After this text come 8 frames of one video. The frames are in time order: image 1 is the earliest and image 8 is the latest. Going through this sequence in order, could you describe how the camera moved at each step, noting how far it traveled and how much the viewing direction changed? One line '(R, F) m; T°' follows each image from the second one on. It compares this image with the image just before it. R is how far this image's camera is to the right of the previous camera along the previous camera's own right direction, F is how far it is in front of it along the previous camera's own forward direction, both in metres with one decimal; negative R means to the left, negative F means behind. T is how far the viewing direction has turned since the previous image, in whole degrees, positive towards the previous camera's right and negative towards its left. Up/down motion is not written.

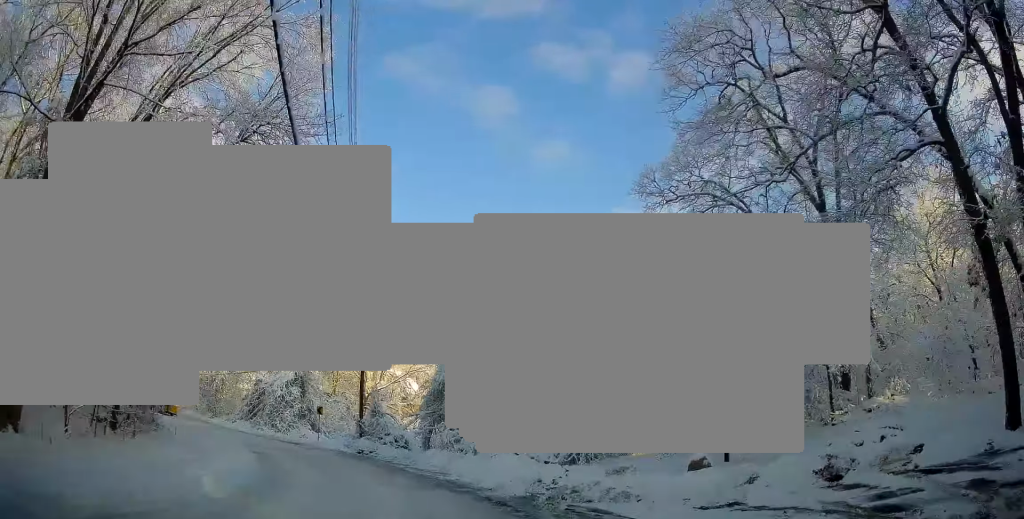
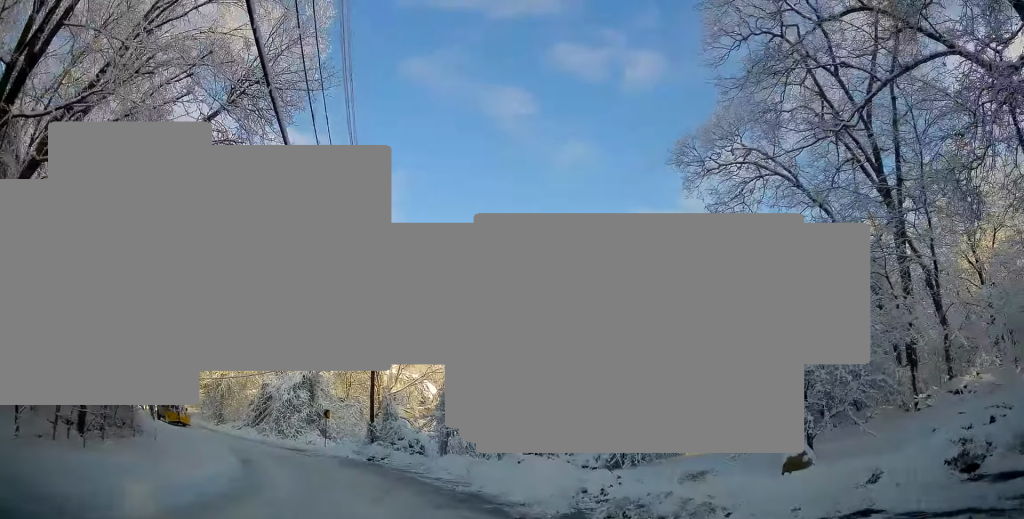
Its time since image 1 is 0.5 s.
(-0.1, +4.5) m; 0°
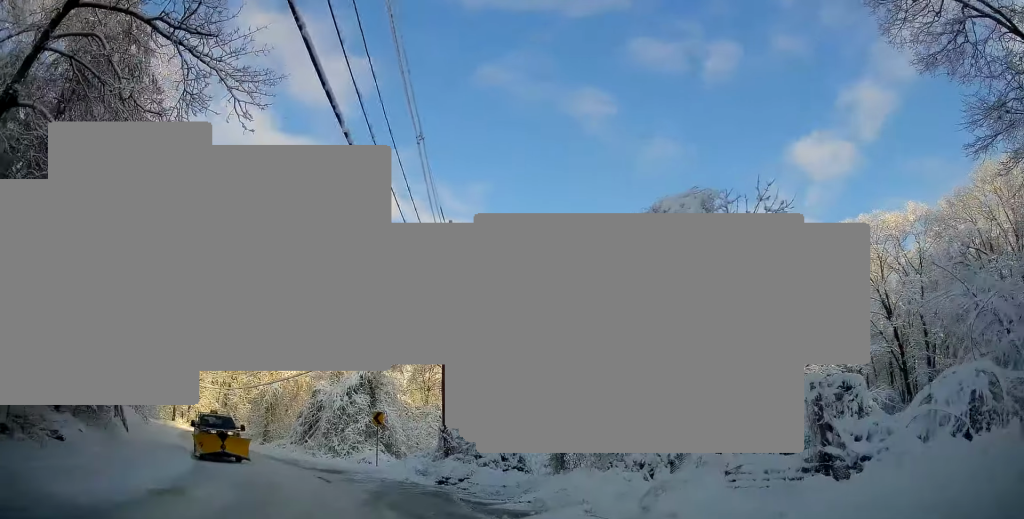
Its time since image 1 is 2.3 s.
(+0.5, +14.3) m; -1°
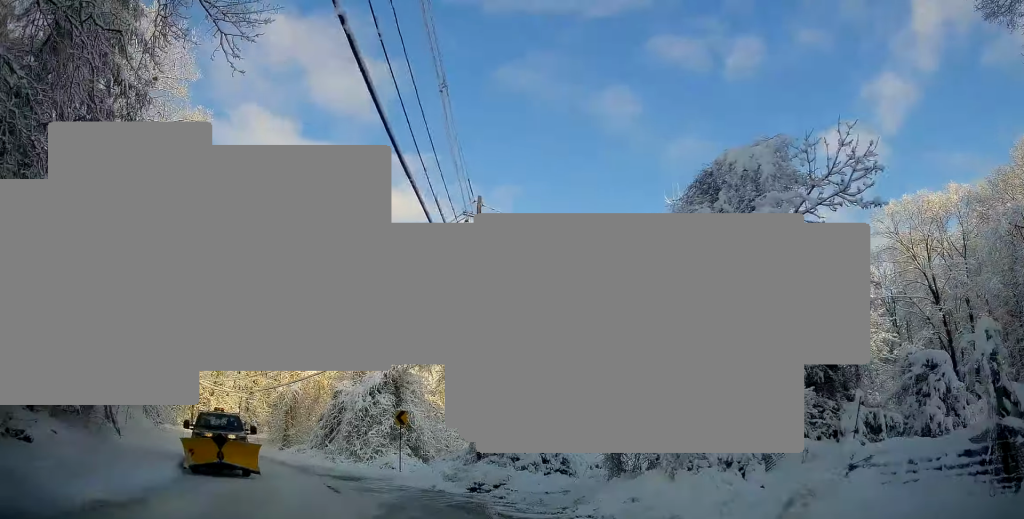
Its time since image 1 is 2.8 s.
(-0.3, +3.7) m; -4°
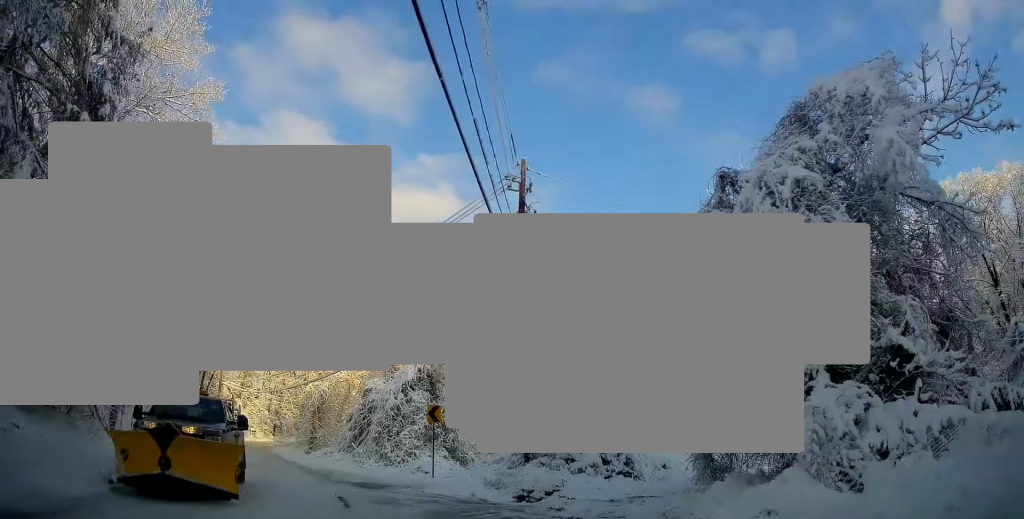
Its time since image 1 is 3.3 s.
(-0.1, +4.3) m; -5°
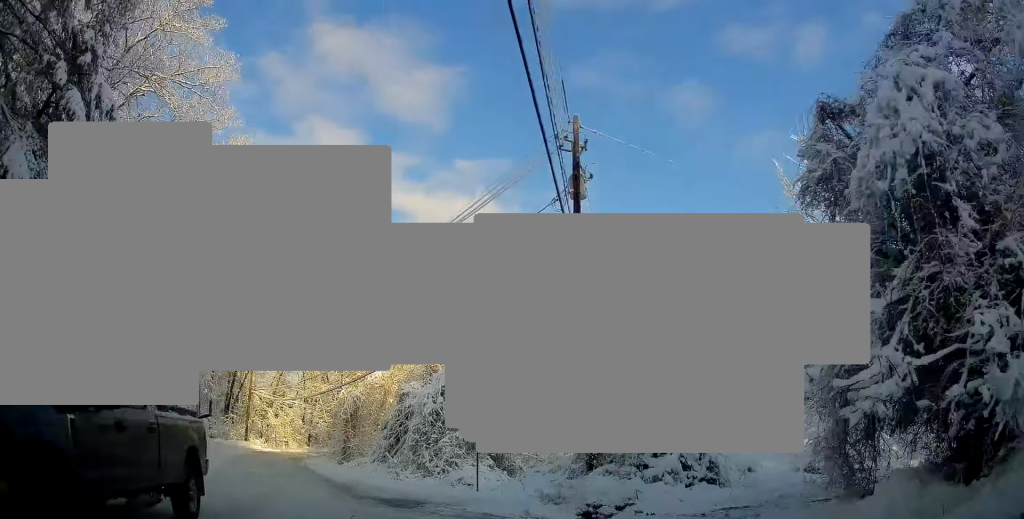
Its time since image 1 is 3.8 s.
(-0.3, +3.8) m; -2°
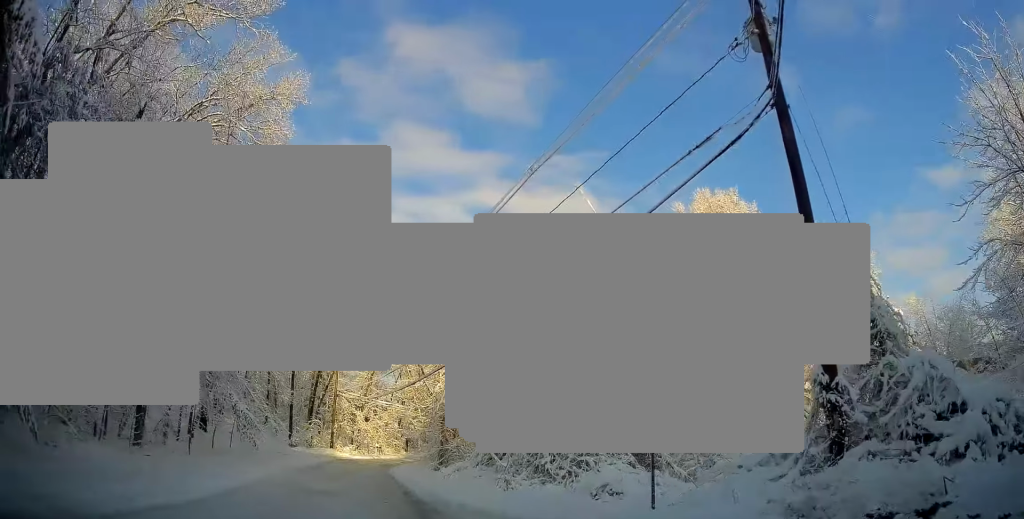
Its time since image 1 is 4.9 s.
(-0.3, +8.1) m; -8°
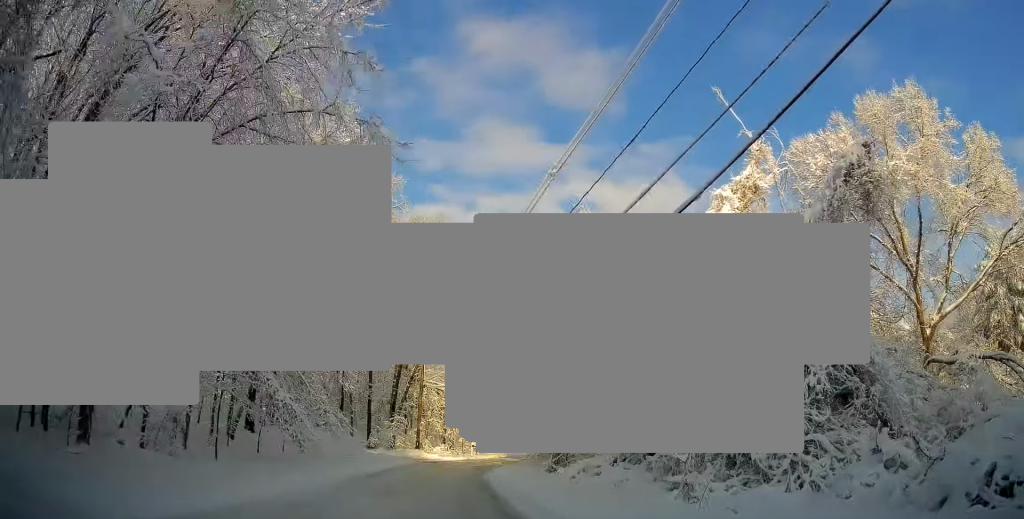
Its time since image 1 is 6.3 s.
(-1.2, +9.7) m; -14°
